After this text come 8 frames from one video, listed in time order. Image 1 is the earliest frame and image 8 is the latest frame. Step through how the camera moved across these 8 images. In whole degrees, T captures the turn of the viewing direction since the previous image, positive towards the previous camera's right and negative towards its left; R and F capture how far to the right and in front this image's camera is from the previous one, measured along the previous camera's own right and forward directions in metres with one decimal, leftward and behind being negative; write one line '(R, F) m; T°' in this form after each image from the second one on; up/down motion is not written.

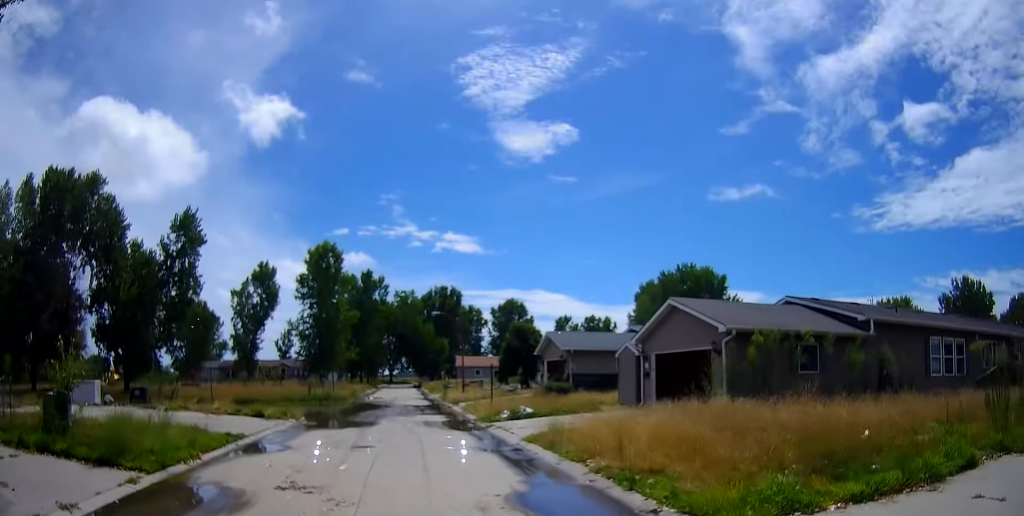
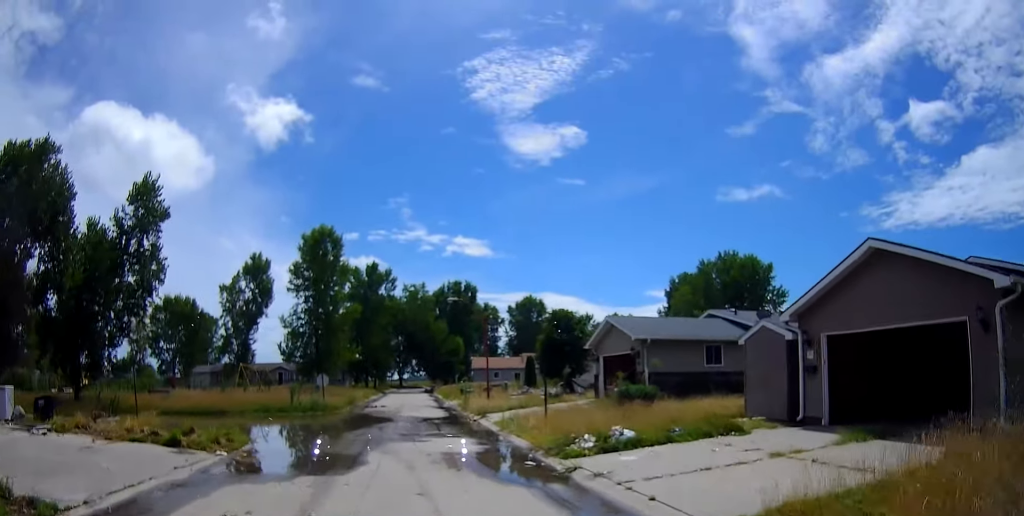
(0.0, +10.4) m; 0°
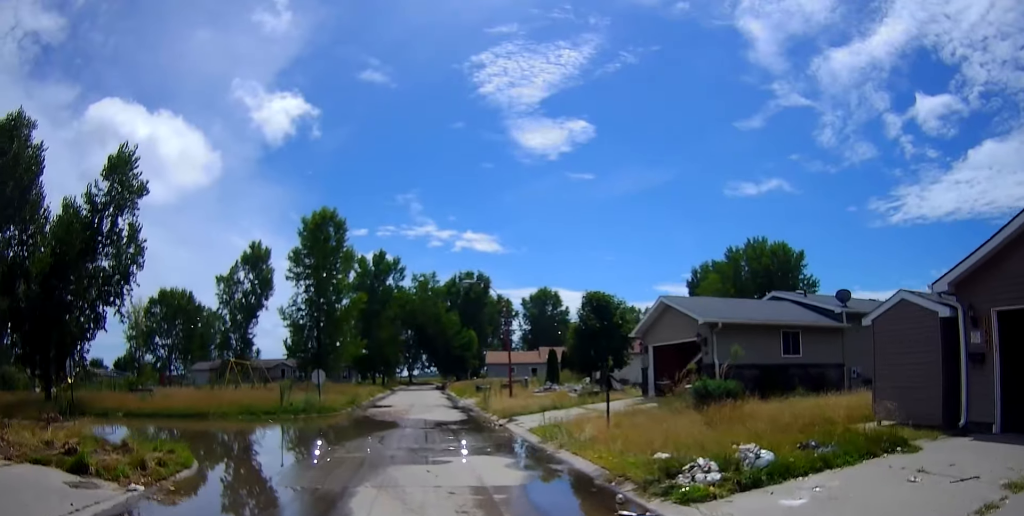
(0.0, +5.4) m; -2°
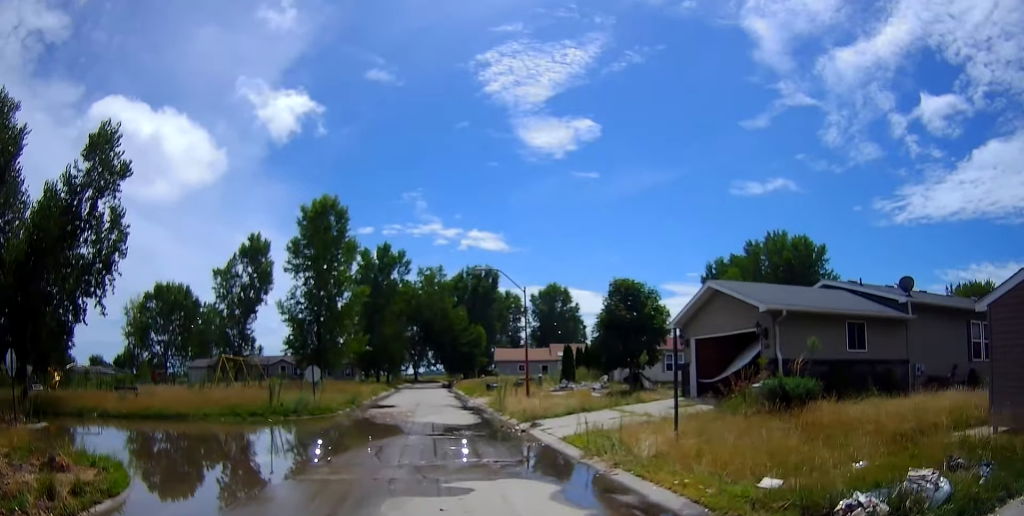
(-0.1, +3.5) m; 0°
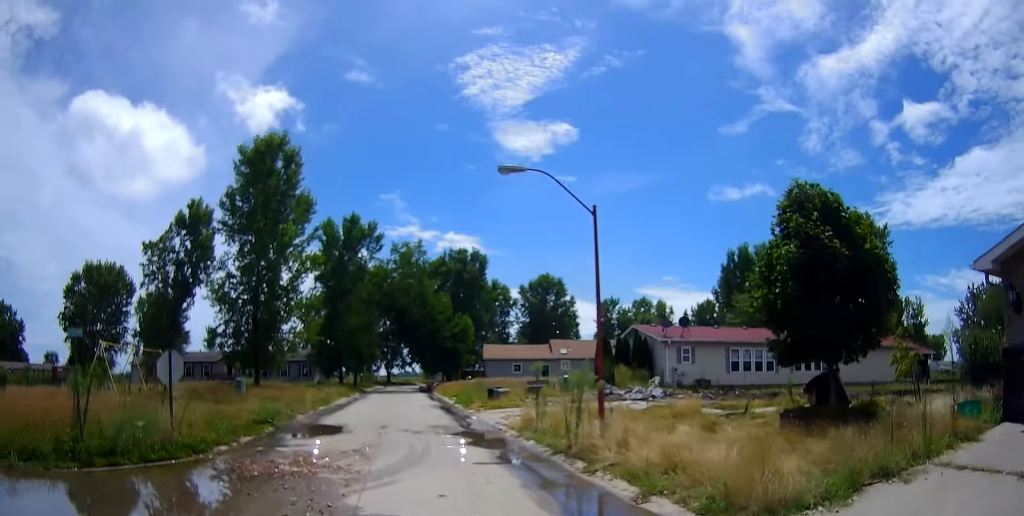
(+0.3, +15.6) m; +4°
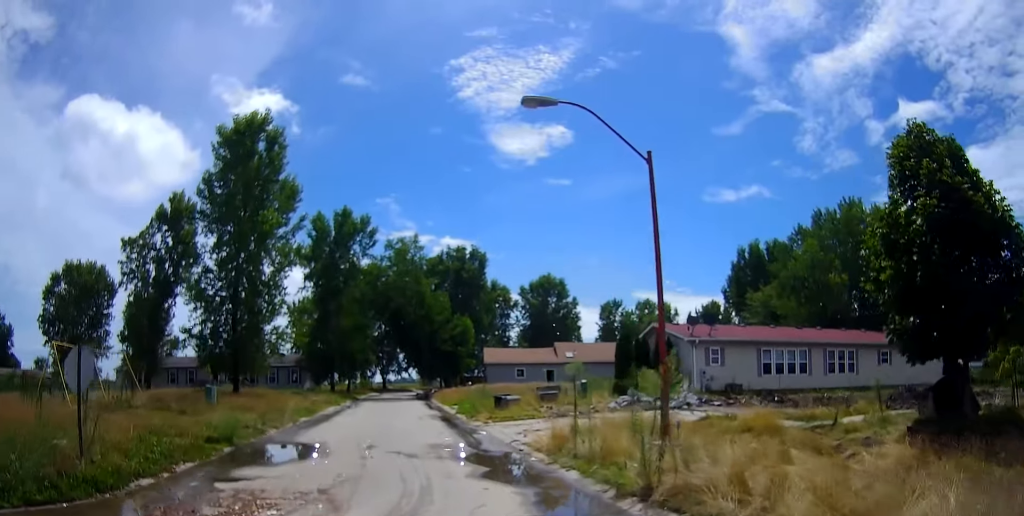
(-0.1, +4.4) m; +2°
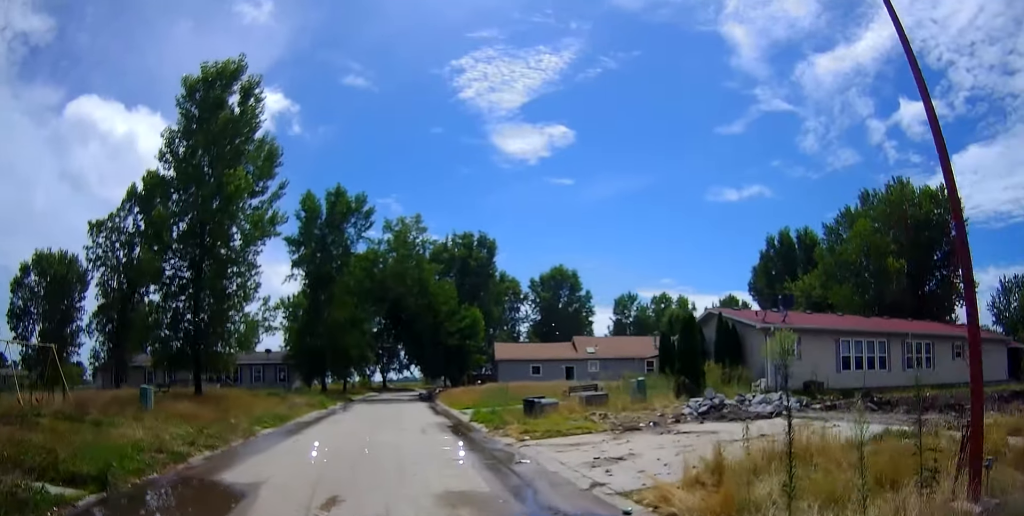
(+0.3, +7.4) m; -2°
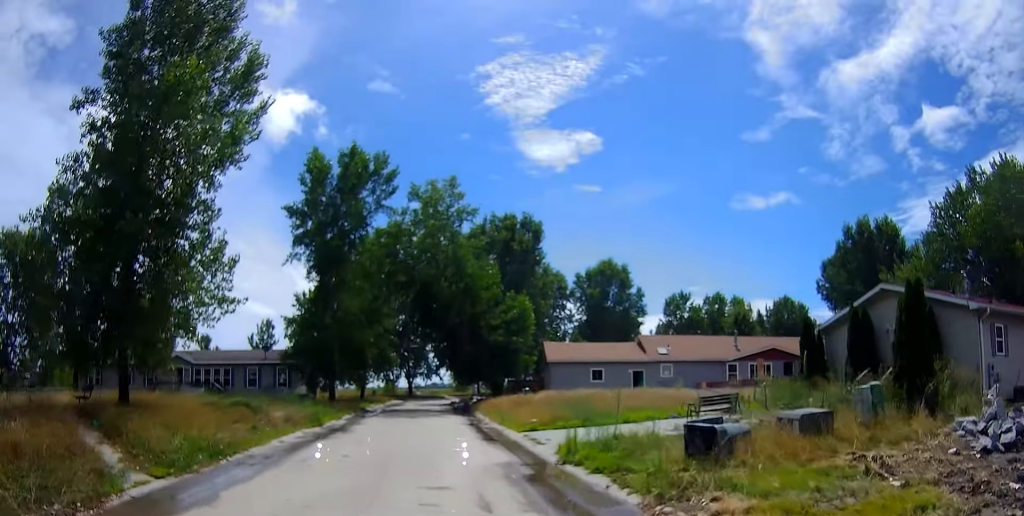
(-0.8, +11.3) m; -3°
